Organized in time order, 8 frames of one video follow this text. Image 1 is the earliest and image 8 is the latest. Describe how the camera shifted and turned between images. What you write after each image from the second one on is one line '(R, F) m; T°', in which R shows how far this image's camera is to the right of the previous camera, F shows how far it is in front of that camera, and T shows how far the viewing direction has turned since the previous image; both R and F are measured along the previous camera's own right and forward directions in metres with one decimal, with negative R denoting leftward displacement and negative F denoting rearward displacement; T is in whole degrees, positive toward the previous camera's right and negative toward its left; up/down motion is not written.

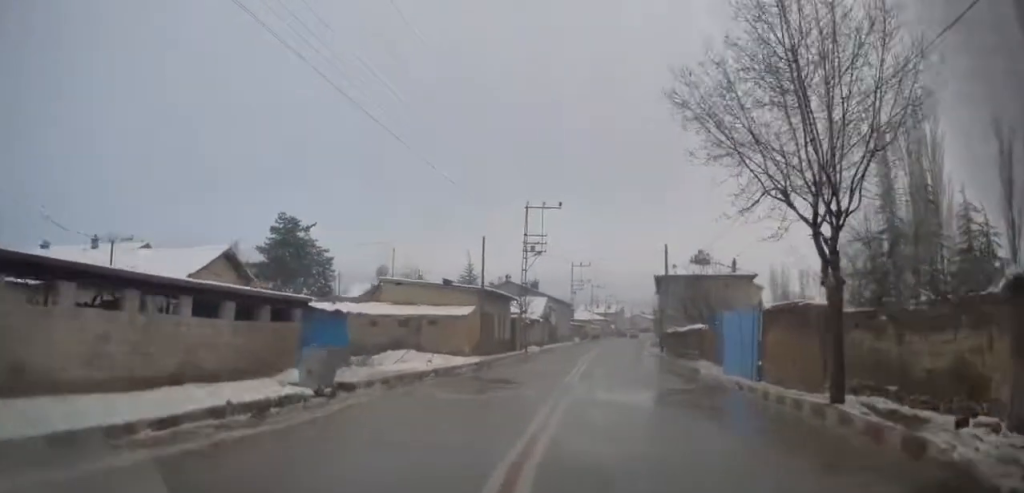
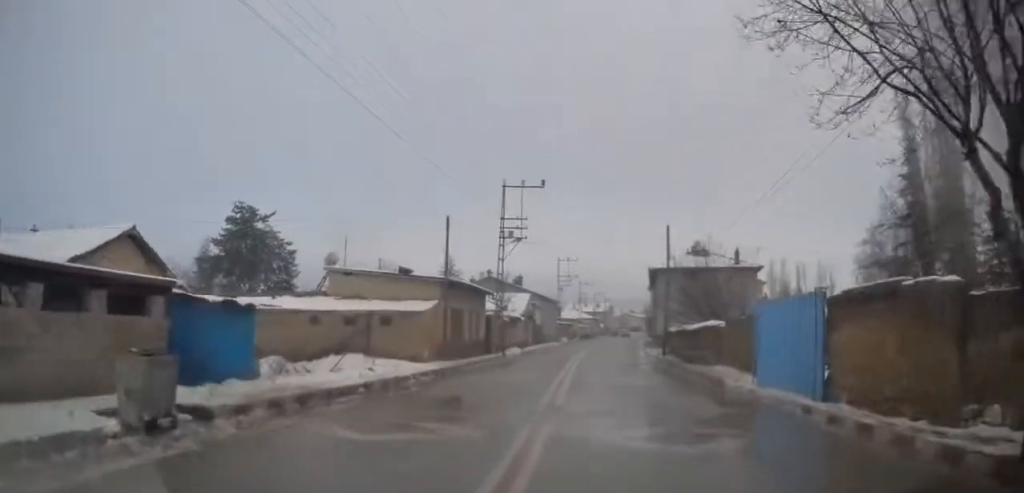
(+0.2, +5.9) m; +2°
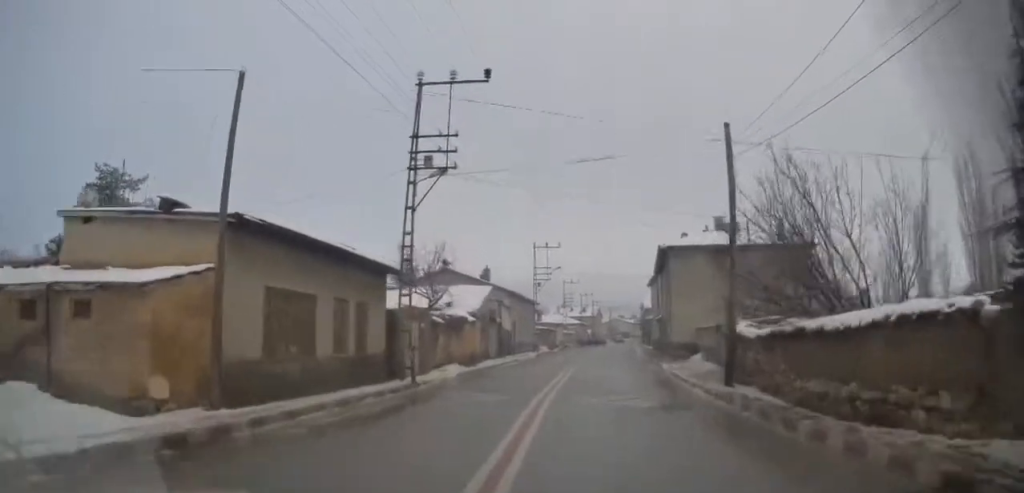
(+0.5, +15.1) m; +2°
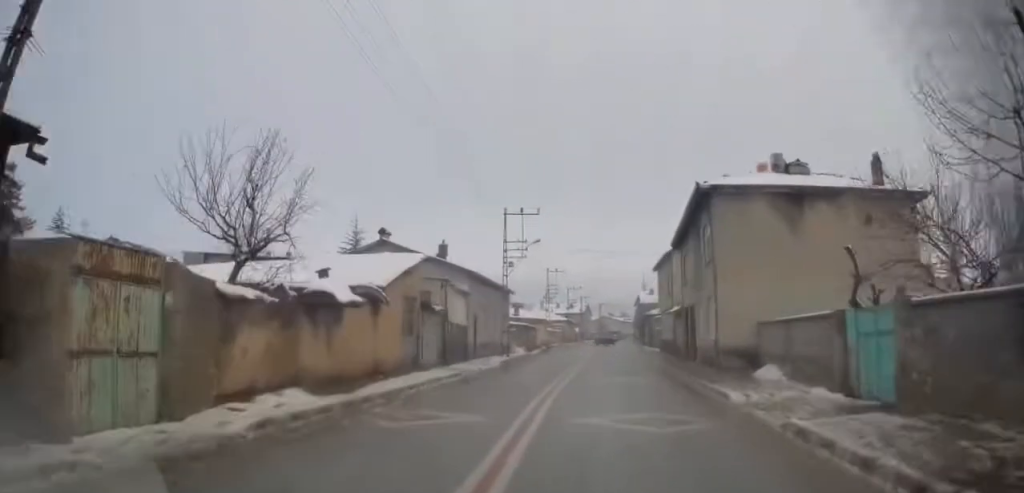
(+0.2, +14.2) m; +2°
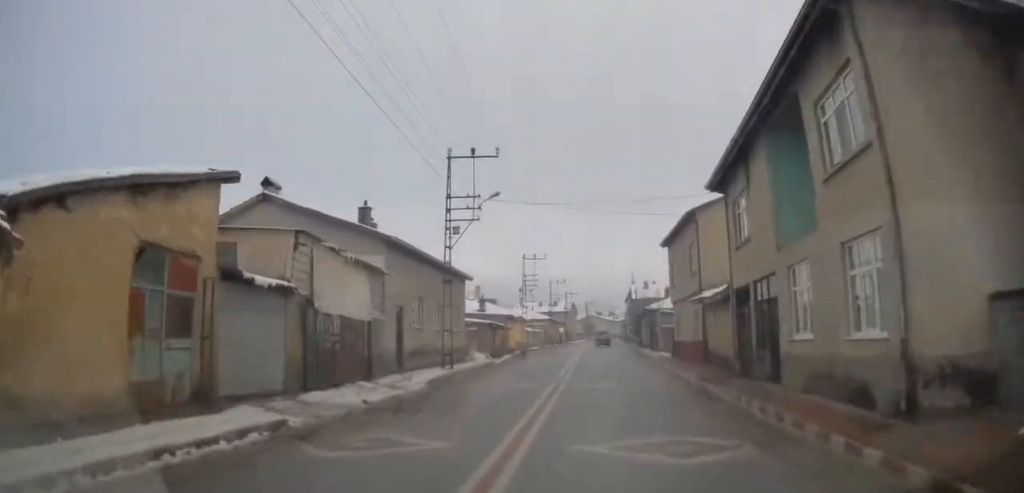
(+0.2, +13.6) m; +1°
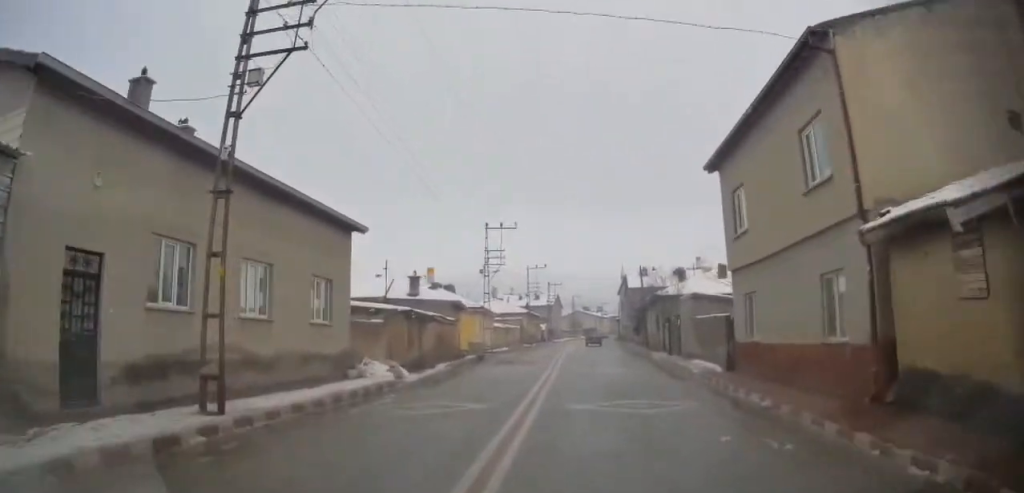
(+0.1, +15.6) m; 0°
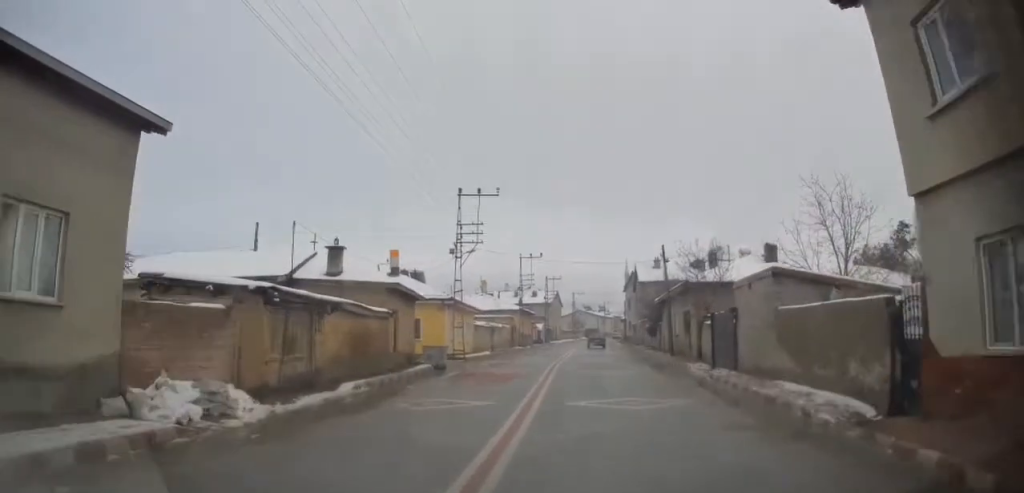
(-0.1, +10.7) m; +1°
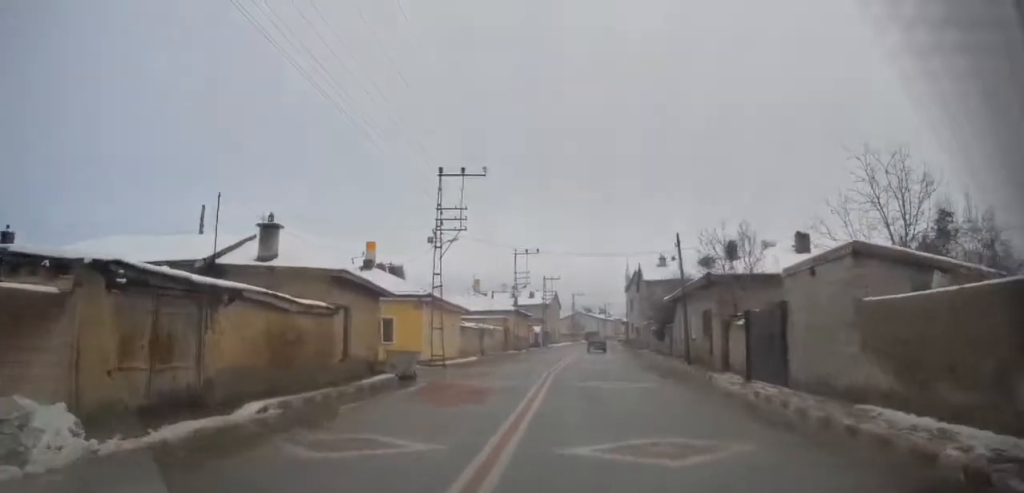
(+0.1, +4.7) m; 0°
